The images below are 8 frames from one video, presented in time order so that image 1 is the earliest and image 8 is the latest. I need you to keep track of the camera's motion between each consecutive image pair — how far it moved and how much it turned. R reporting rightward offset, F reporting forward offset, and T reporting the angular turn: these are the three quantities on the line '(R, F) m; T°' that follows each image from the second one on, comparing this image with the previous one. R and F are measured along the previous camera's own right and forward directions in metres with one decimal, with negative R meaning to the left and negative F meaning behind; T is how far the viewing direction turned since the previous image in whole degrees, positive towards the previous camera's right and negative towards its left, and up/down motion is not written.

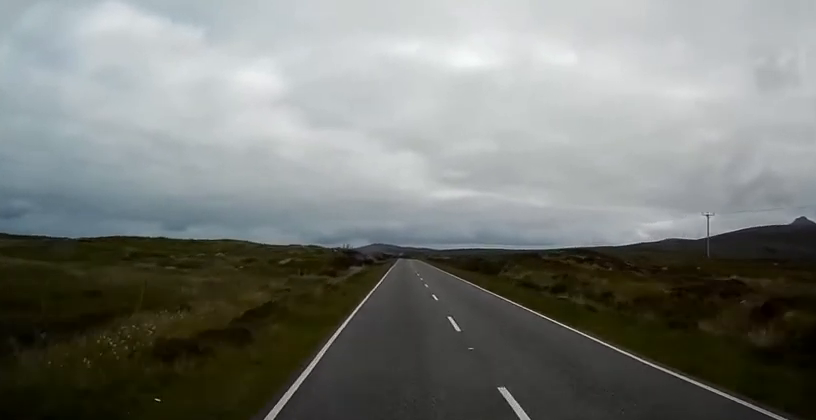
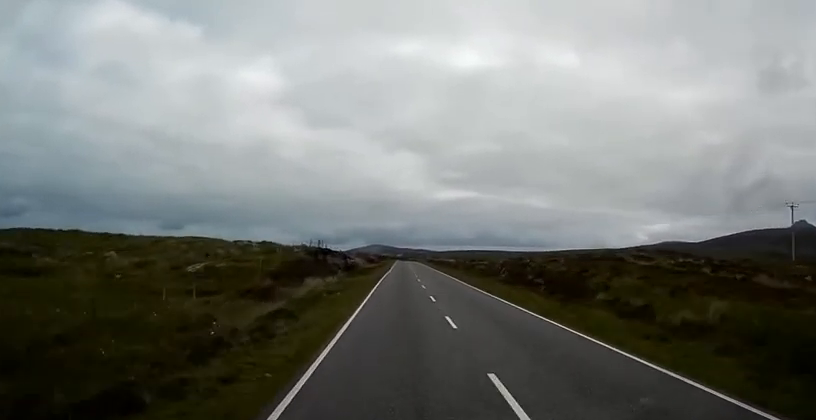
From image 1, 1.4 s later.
(0.0, +25.4) m; 0°
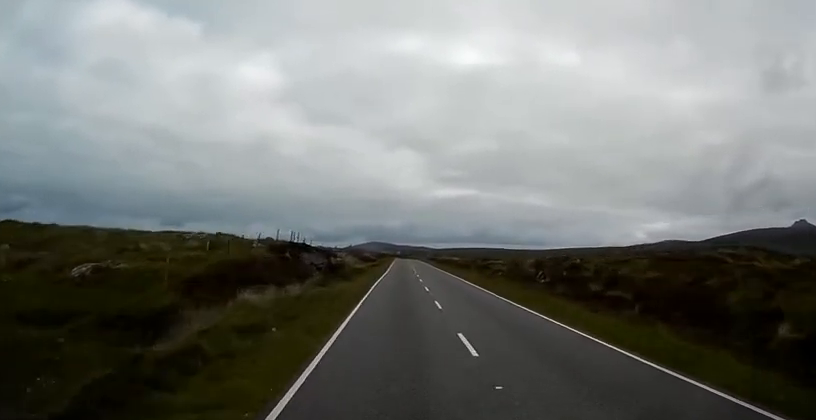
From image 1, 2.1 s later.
(0.0, +13.7) m; 0°
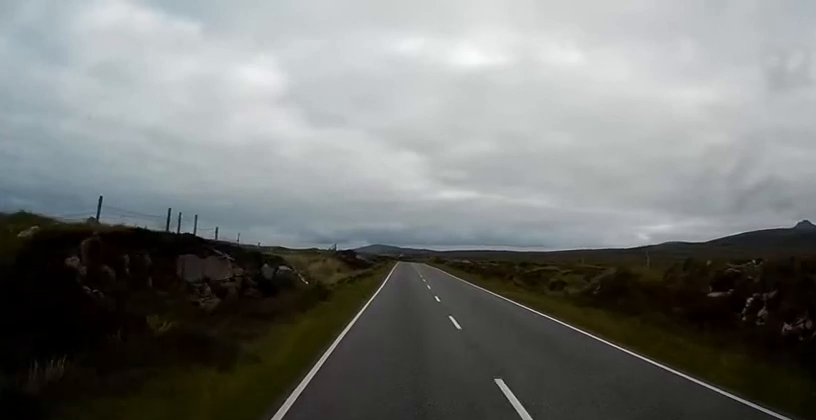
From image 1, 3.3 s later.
(+0.1, +22.5) m; +1°
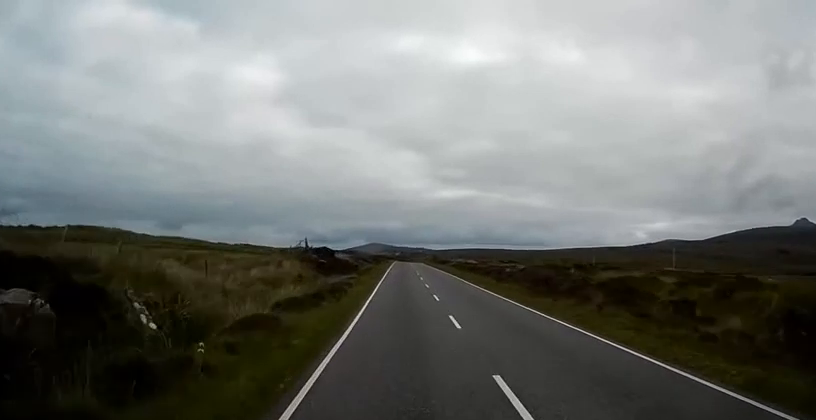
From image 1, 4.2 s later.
(+0.1, +17.5) m; 0°
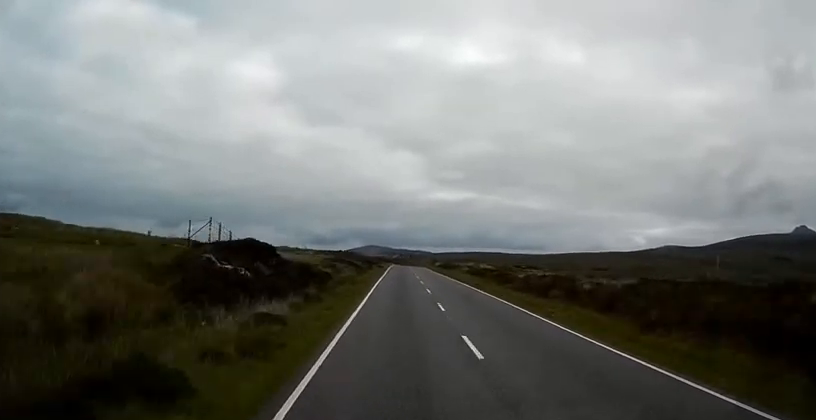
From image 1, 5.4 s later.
(-0.3, +22.9) m; -1°
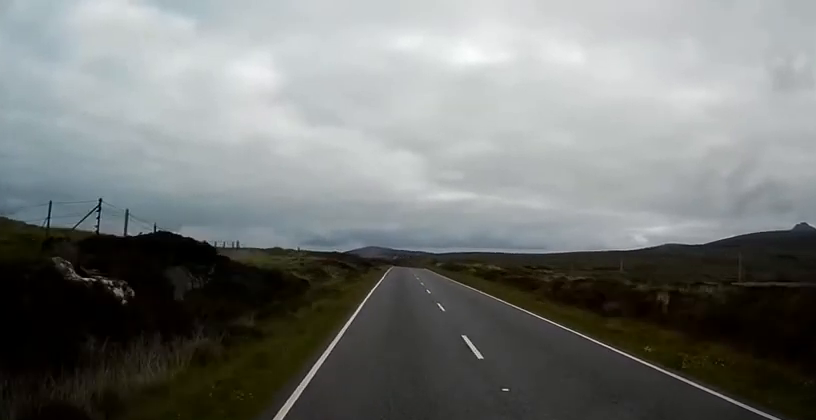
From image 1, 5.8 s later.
(-0.1, +9.5) m; 0°
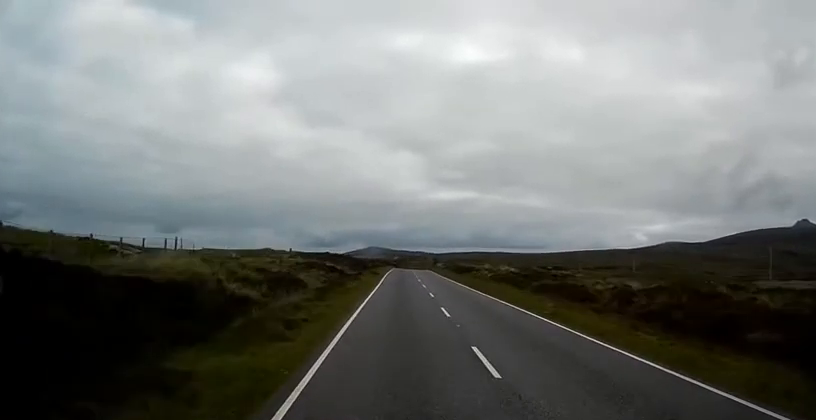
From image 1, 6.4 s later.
(0.0, +11.0) m; 0°
